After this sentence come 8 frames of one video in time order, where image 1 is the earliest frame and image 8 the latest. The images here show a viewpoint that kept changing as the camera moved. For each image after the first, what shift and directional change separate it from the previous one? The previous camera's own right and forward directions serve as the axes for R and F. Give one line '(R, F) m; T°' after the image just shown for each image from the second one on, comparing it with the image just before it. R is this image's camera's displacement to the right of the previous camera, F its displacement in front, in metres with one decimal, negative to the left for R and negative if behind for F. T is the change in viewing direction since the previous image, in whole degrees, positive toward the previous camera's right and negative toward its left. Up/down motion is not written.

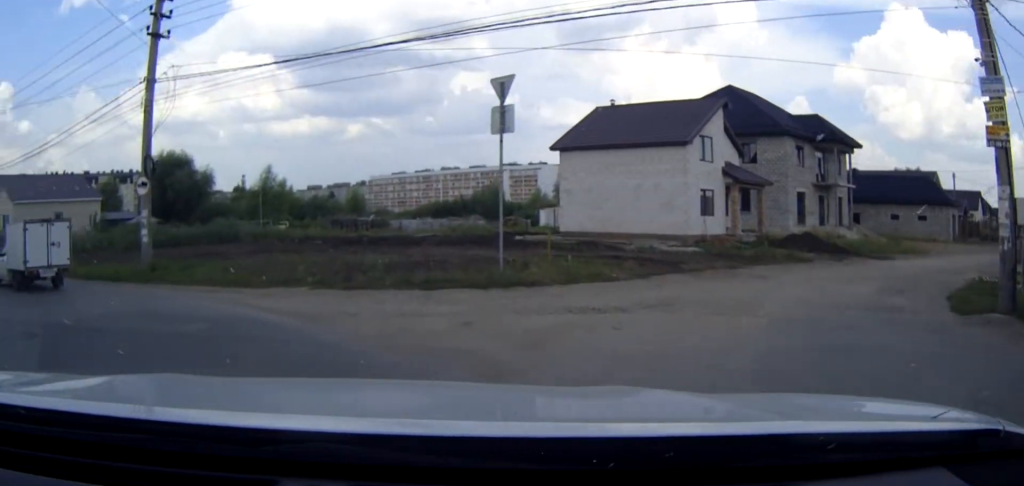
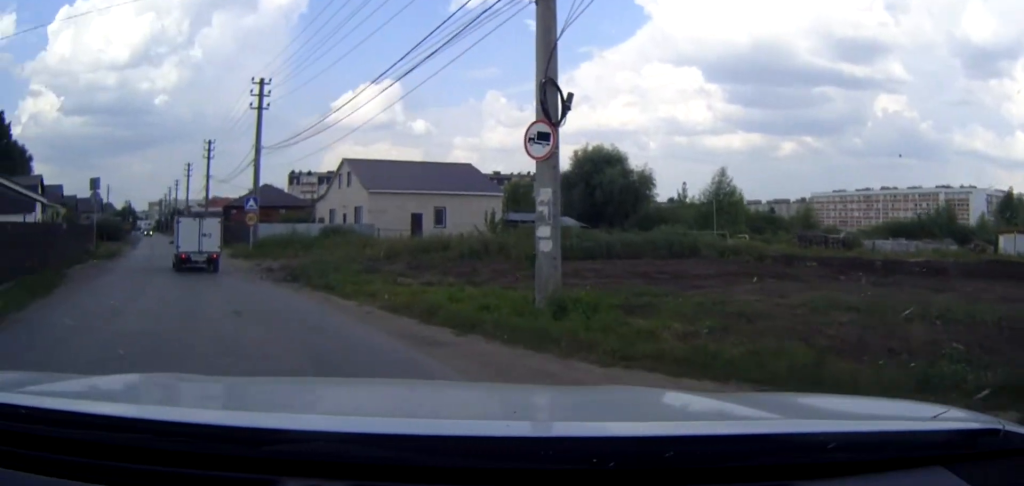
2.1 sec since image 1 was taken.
(-4.2, +12.3) m; -36°
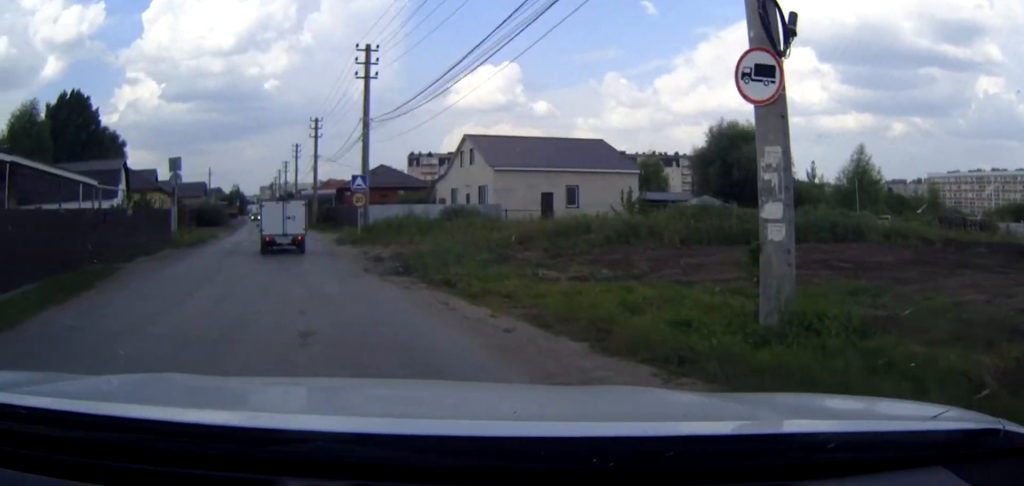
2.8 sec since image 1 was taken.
(-0.3, +4.1) m; -10°
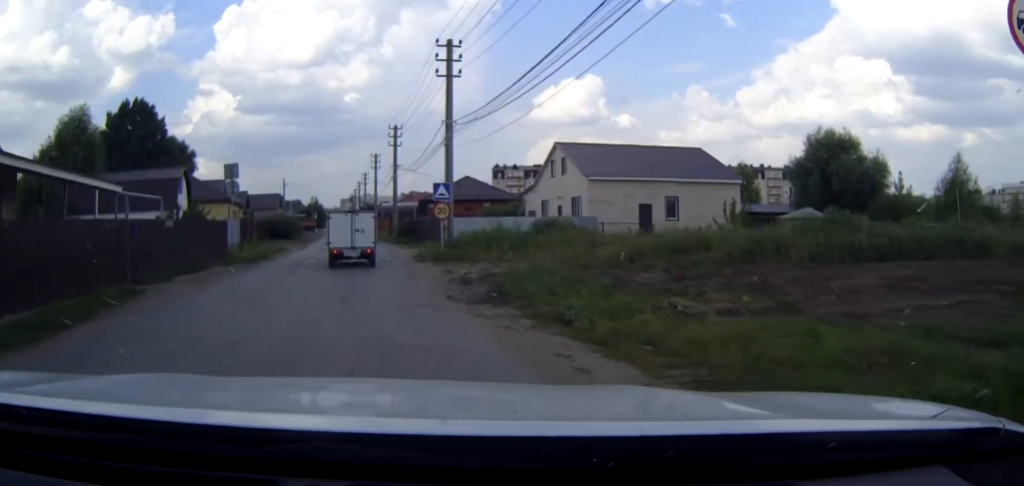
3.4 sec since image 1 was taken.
(-0.3, +3.4) m; -6°
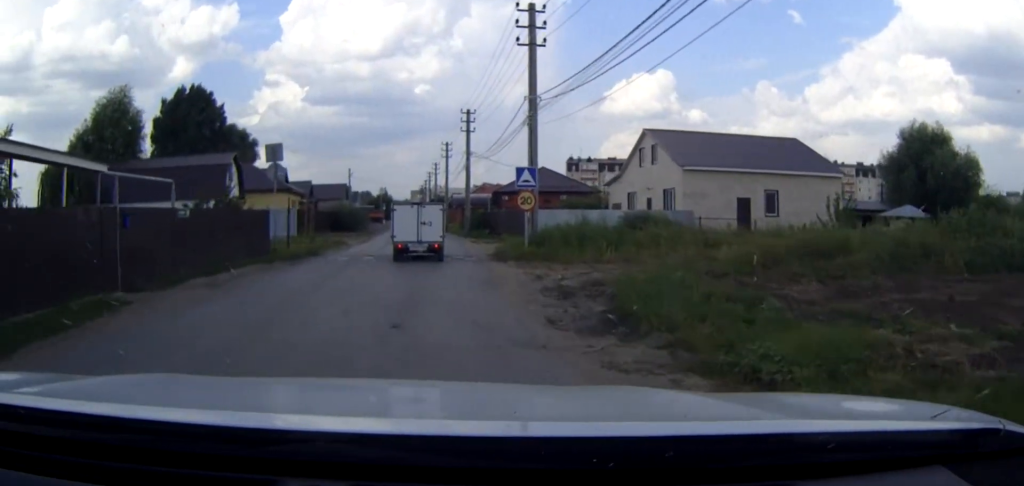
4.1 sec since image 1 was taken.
(-0.3, +4.4) m; -5°
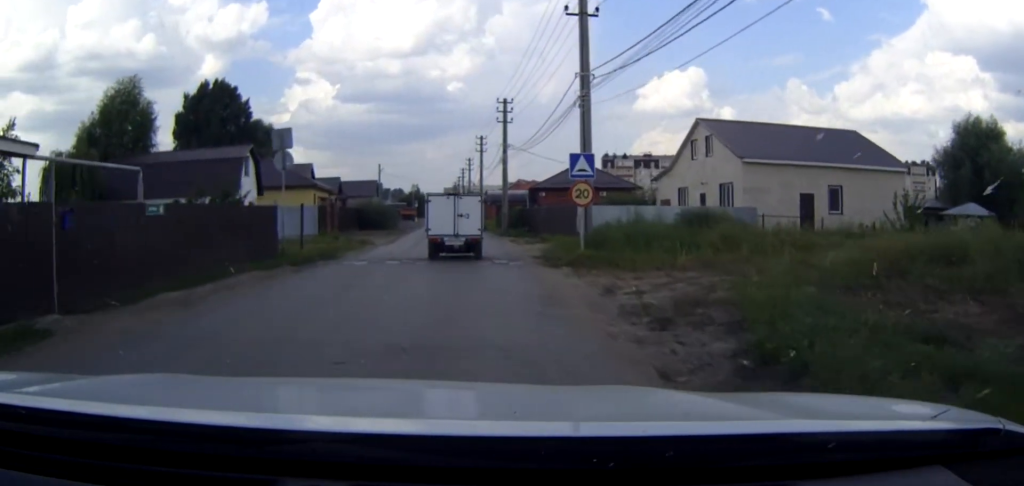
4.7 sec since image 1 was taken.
(-0.1, +3.9) m; -2°
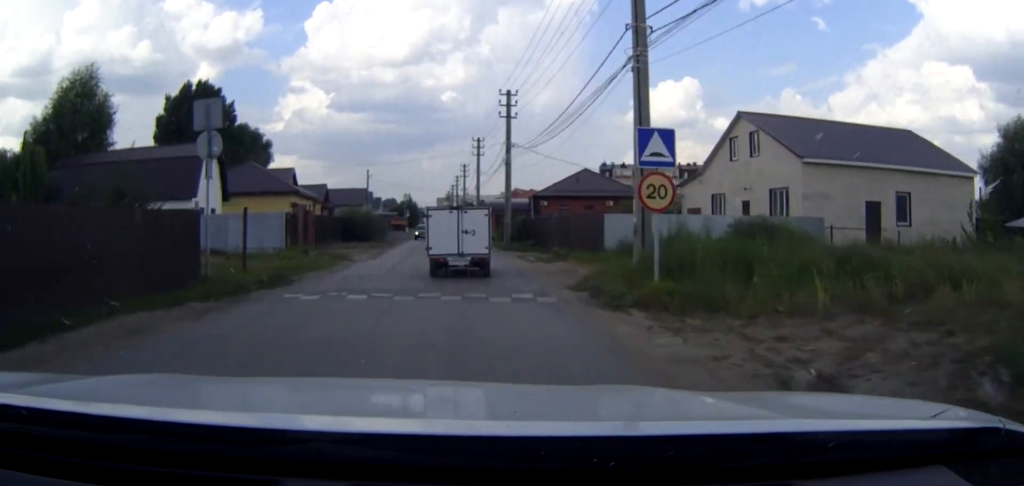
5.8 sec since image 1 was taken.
(-0.1, +7.5) m; 0°
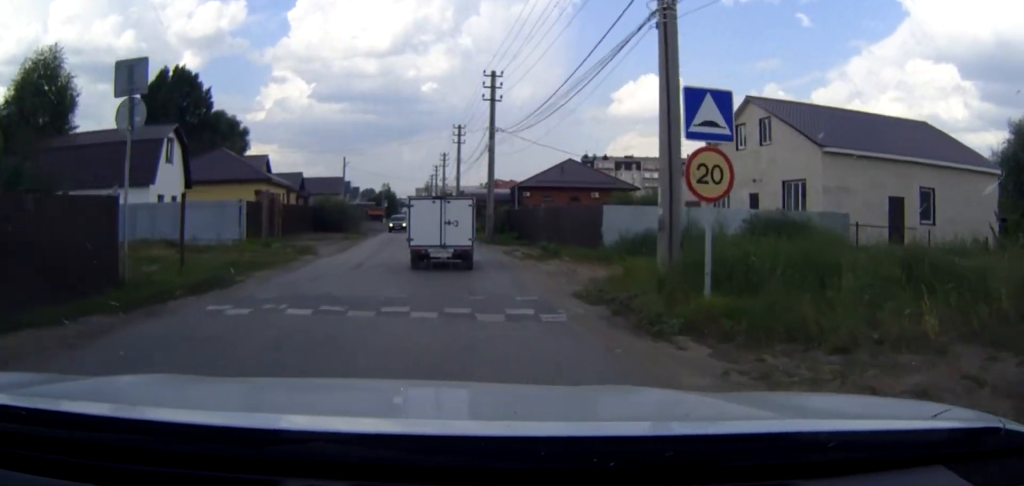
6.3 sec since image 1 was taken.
(+0.1, +3.7) m; +1°
